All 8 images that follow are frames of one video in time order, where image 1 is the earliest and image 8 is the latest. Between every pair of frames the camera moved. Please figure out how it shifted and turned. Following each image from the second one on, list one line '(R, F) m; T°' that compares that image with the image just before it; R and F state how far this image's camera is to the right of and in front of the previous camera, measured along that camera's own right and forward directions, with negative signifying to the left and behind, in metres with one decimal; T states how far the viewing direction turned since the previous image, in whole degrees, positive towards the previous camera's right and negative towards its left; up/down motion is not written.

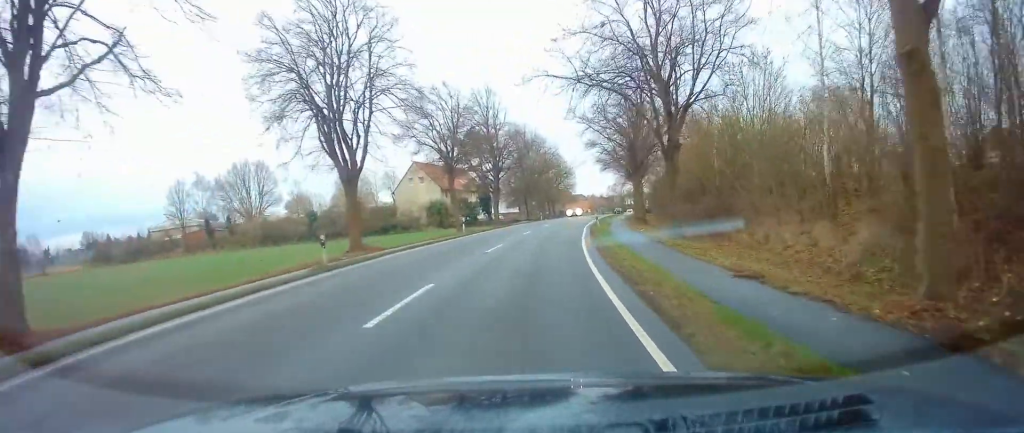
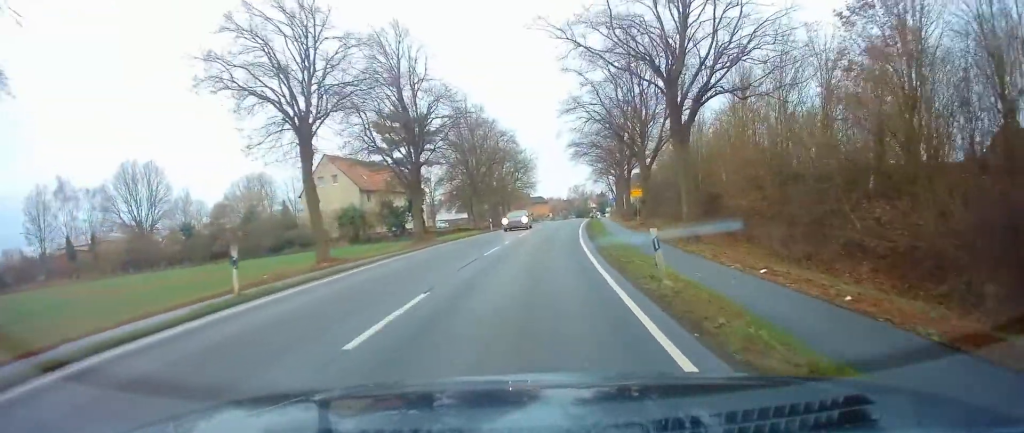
(+1.0, +24.5) m; +4°
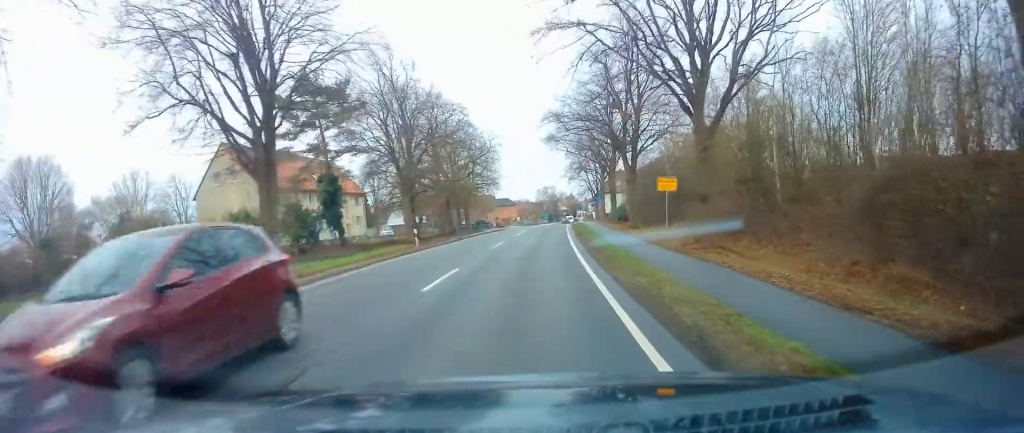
(+0.8, +19.6) m; +3°
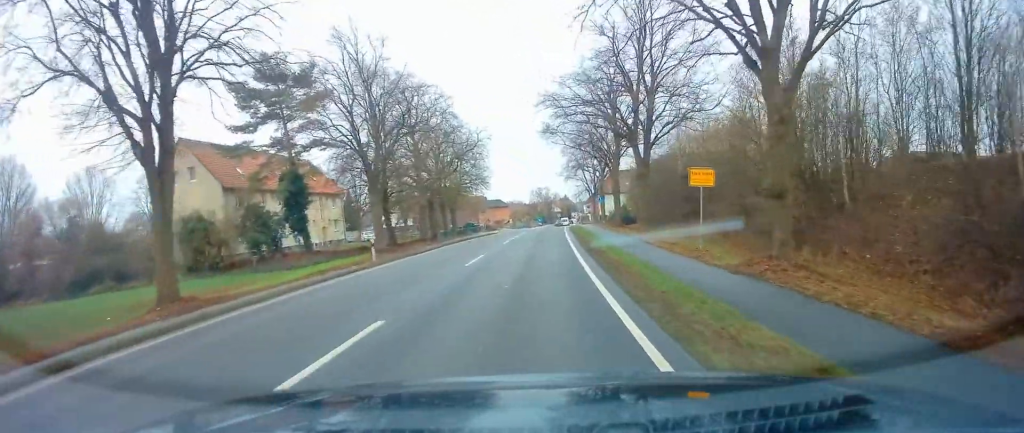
(-0.1, +6.8) m; 0°
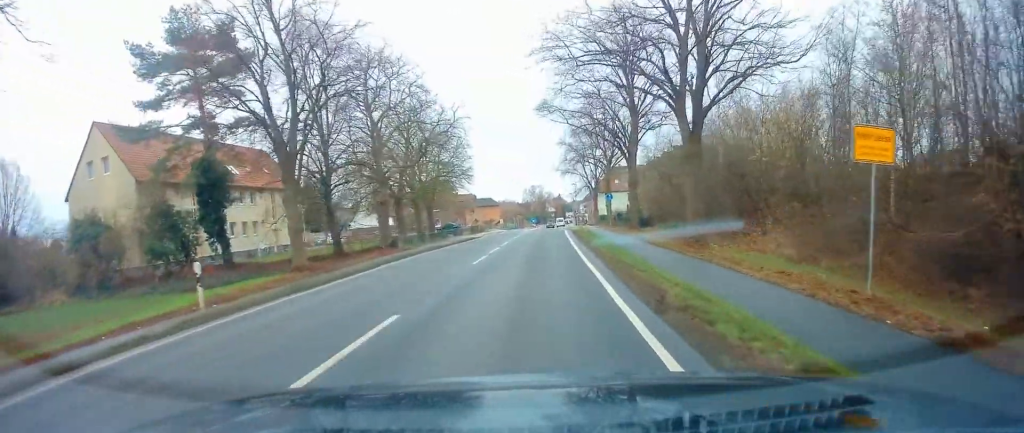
(+0.1, +11.7) m; +1°
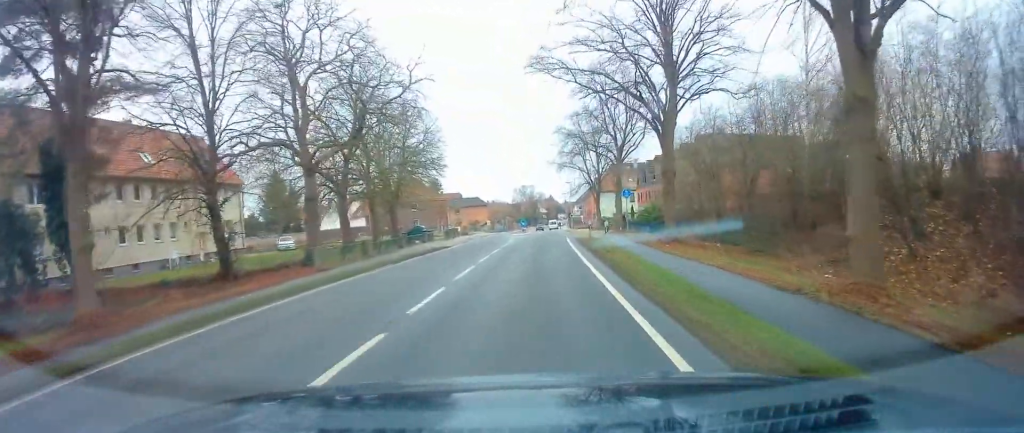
(+0.2, +12.3) m; +2°
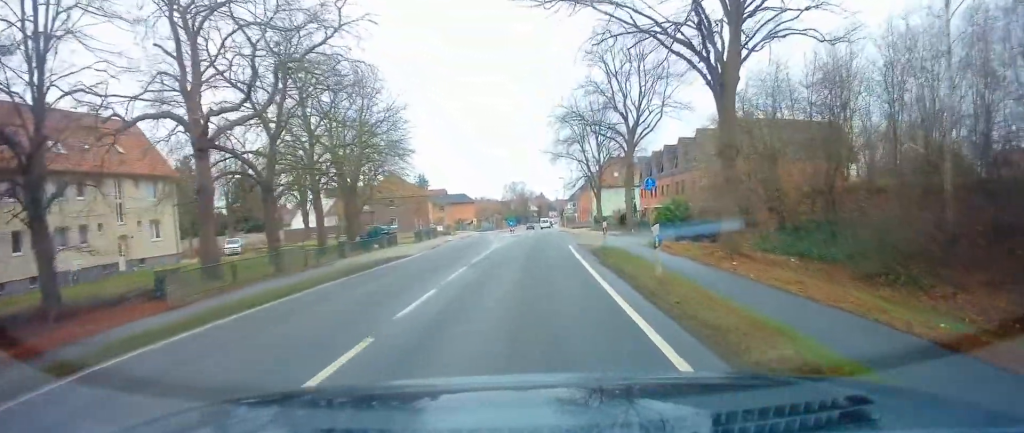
(0.0, +9.3) m; +1°
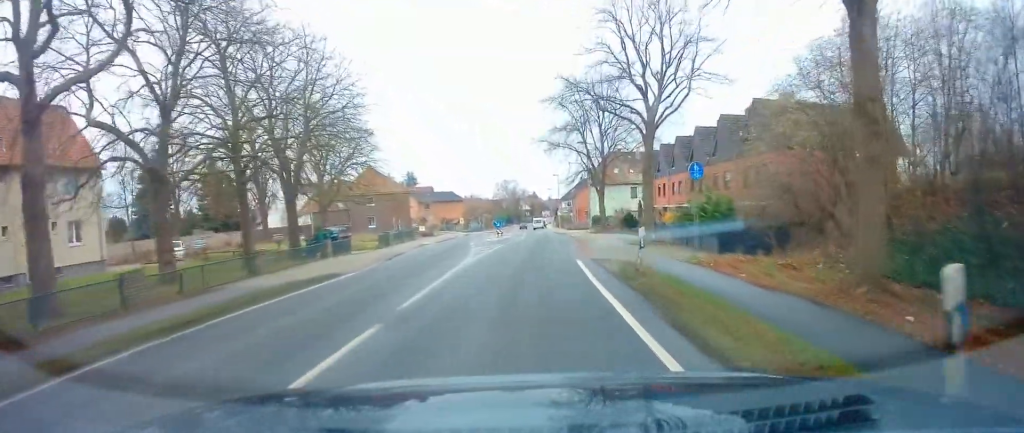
(+0.2, +8.3) m; 0°
